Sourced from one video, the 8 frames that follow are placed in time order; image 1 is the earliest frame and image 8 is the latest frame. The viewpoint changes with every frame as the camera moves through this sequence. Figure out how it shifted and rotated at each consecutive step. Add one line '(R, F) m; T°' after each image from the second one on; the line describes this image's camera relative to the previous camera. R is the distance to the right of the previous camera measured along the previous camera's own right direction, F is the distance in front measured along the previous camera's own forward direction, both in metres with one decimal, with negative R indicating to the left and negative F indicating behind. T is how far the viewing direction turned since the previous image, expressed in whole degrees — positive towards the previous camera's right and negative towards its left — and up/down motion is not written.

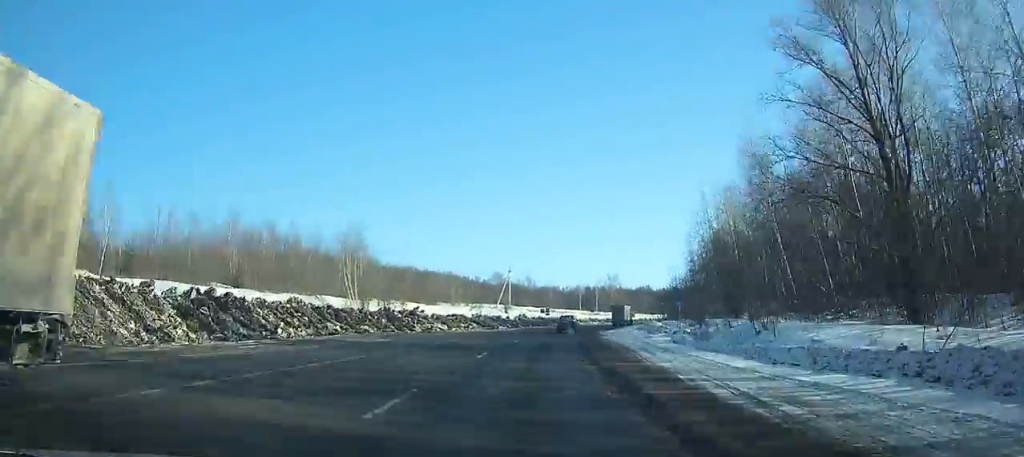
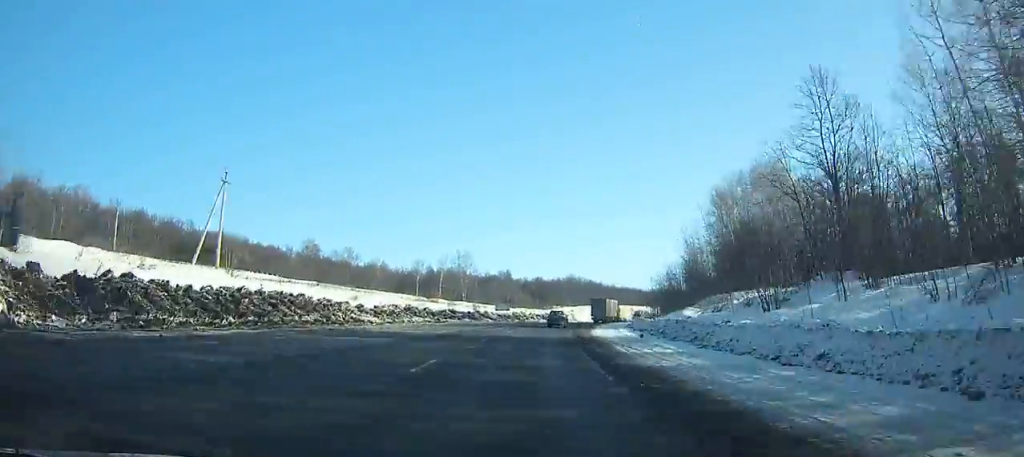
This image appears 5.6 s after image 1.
(+8.3, +99.2) m; +12°
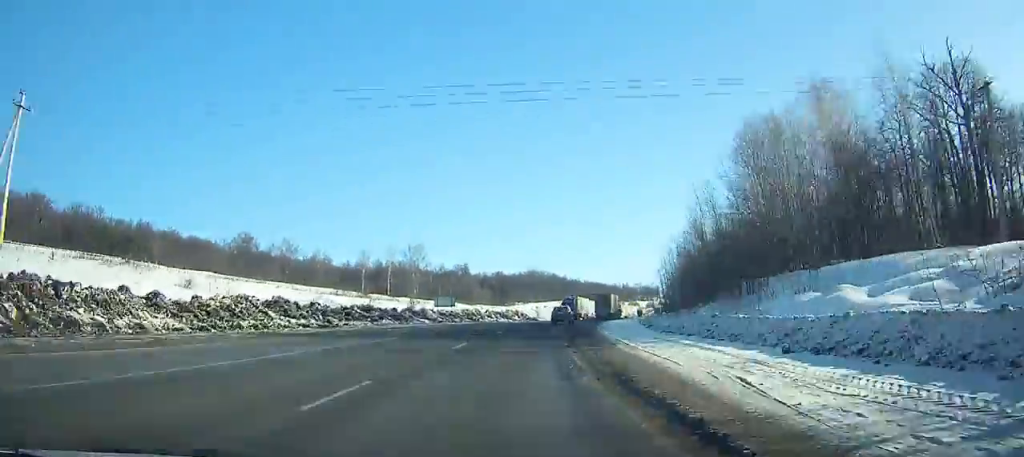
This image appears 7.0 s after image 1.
(+0.1, +26.8) m; +4°
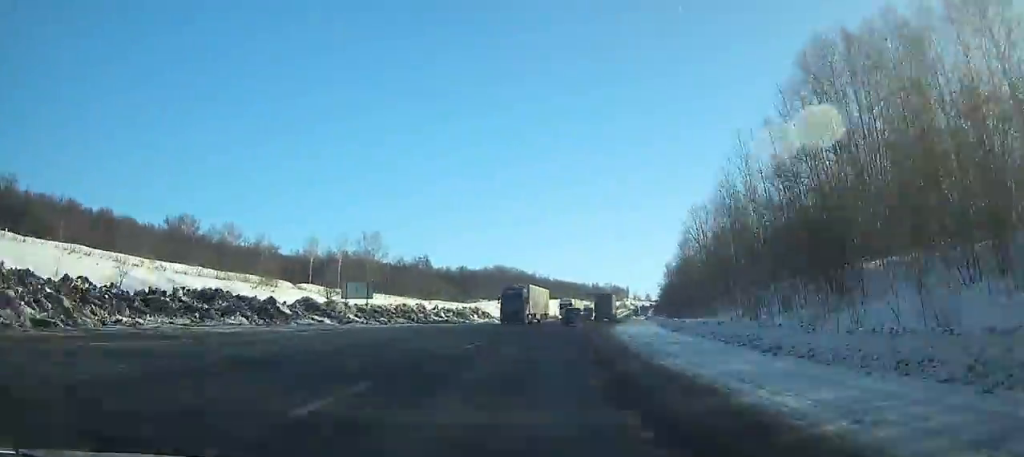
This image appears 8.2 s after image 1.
(+1.6, +24.4) m; +3°
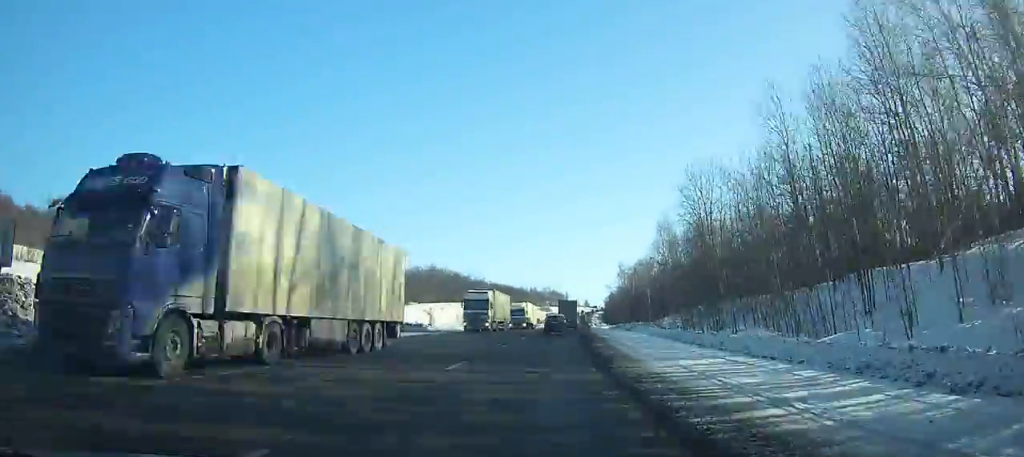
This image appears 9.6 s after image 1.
(+0.2, +28.6) m; +4°
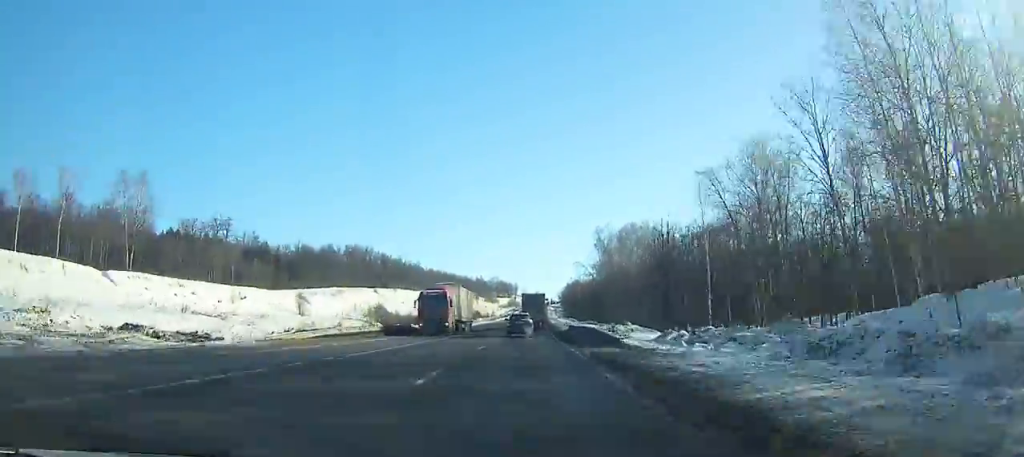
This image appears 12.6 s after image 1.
(+5.2, +63.8) m; +6°
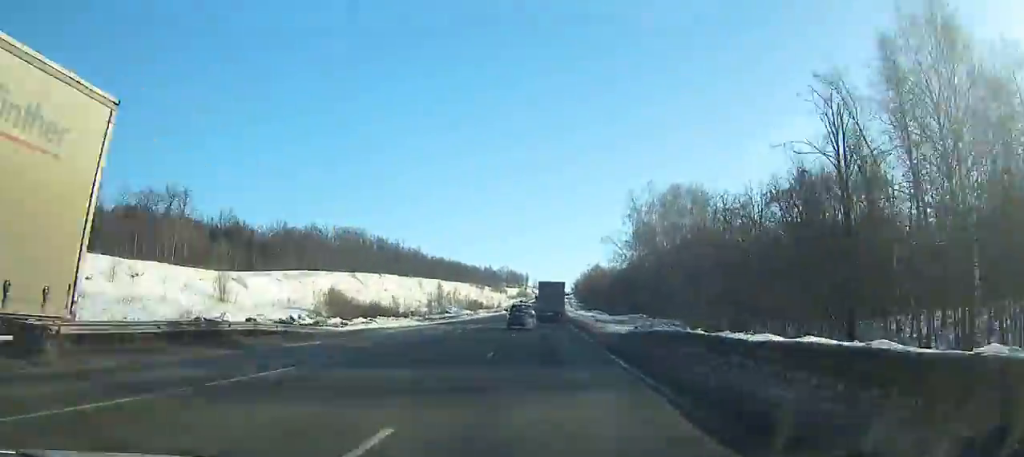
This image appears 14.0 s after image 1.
(+0.5, +30.8) m; +1°
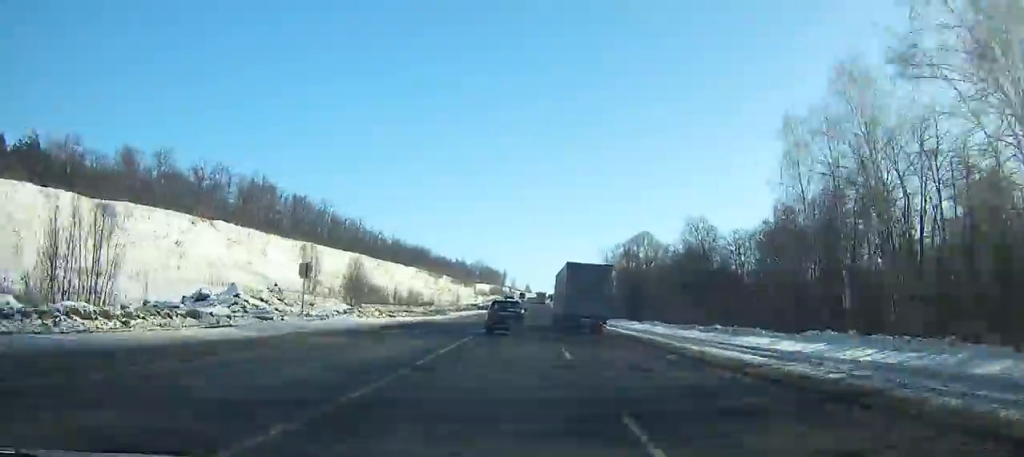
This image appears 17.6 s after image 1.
(+0.6, +80.5) m; +1°
